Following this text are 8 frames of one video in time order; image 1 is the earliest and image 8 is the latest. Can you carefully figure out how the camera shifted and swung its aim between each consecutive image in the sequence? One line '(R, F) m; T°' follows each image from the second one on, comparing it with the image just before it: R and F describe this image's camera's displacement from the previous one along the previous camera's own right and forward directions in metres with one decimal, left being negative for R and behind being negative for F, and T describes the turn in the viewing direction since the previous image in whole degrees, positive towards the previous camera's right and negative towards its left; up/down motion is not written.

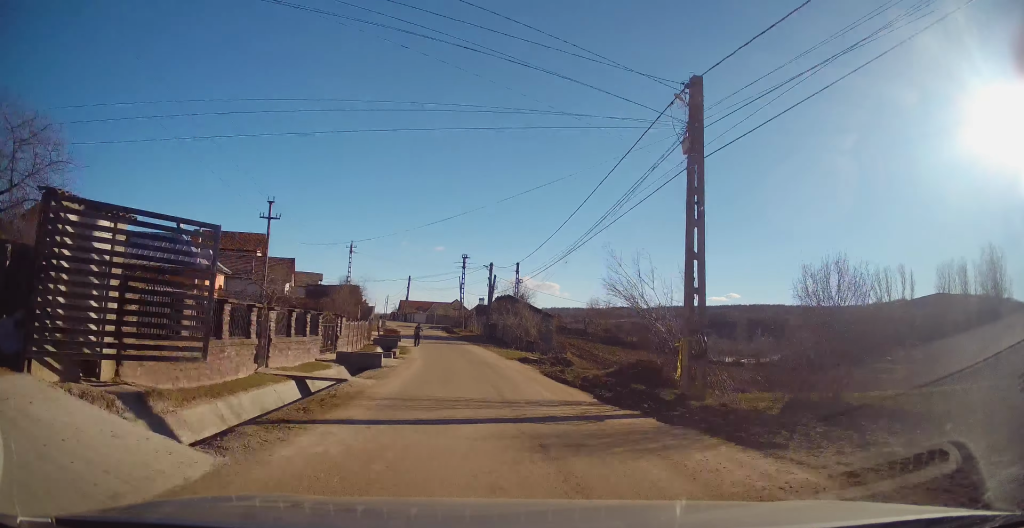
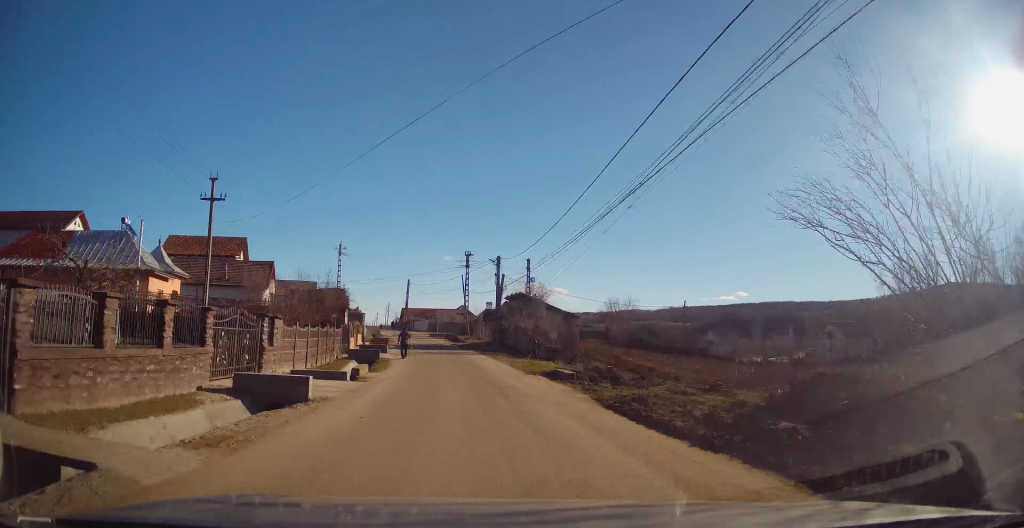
(+0.1, +9.3) m; -1°
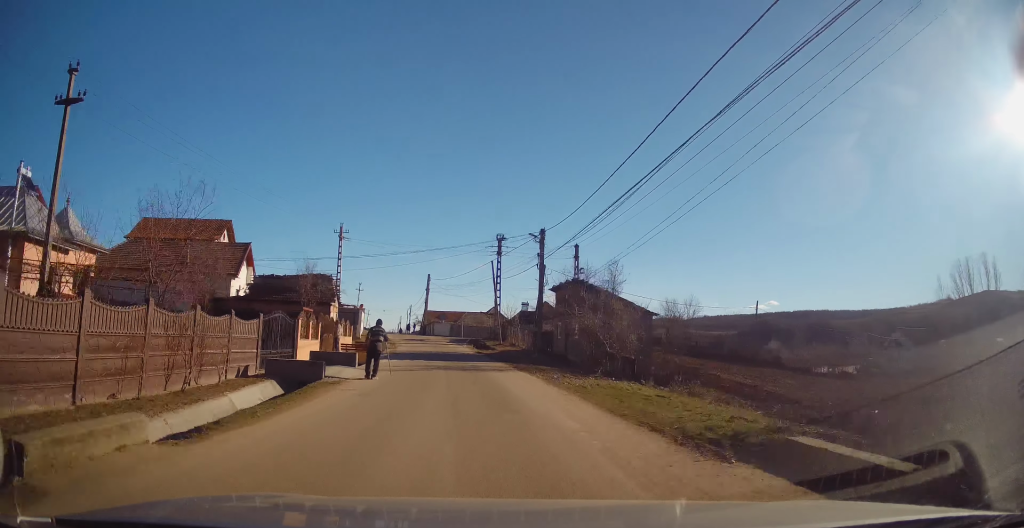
(-0.3, +14.7) m; -3°
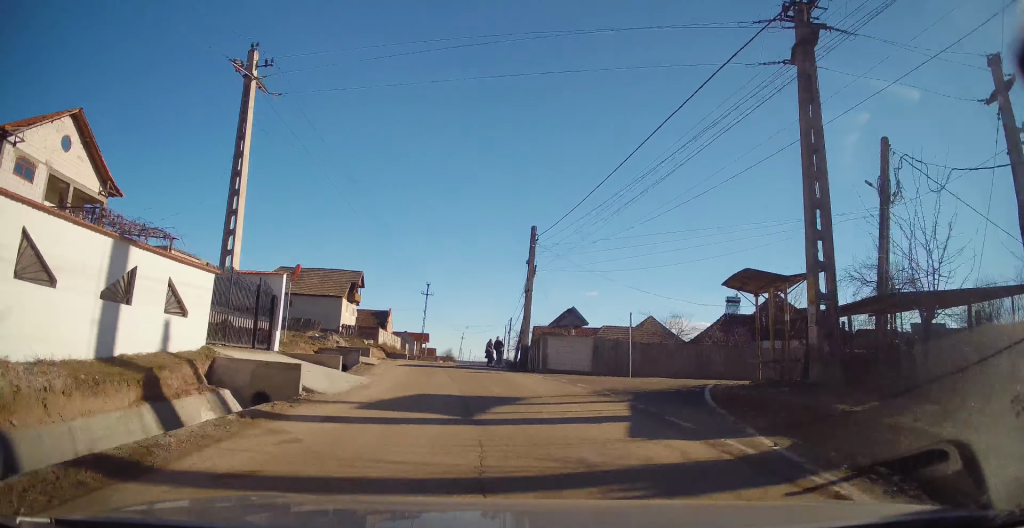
(-2.9, +41.3) m; -10°
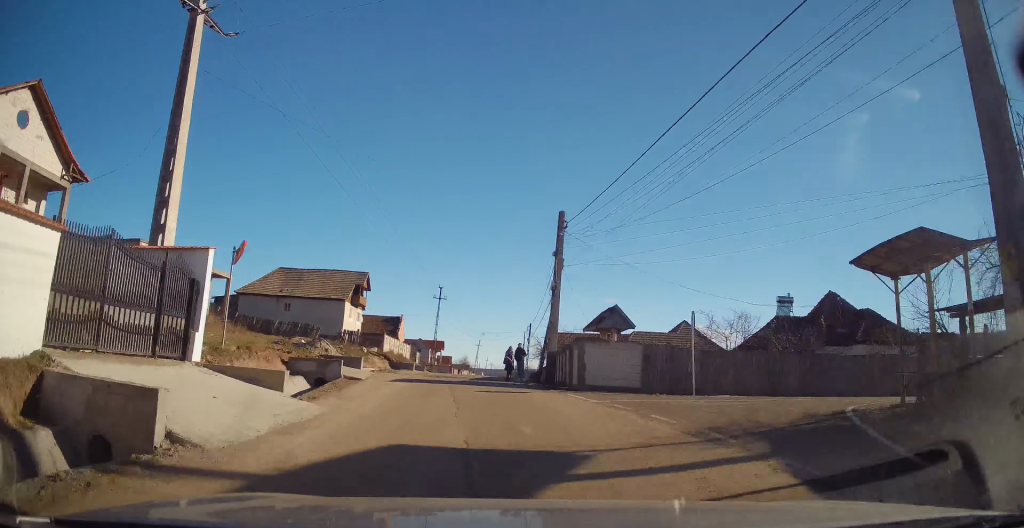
(-0.1, +5.3) m; -3°
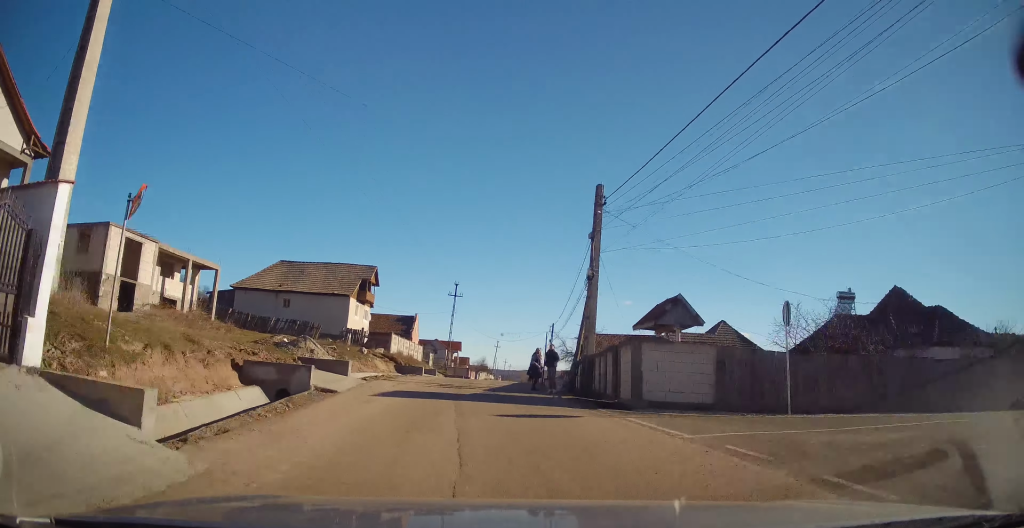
(-0.1, +4.9) m; -3°
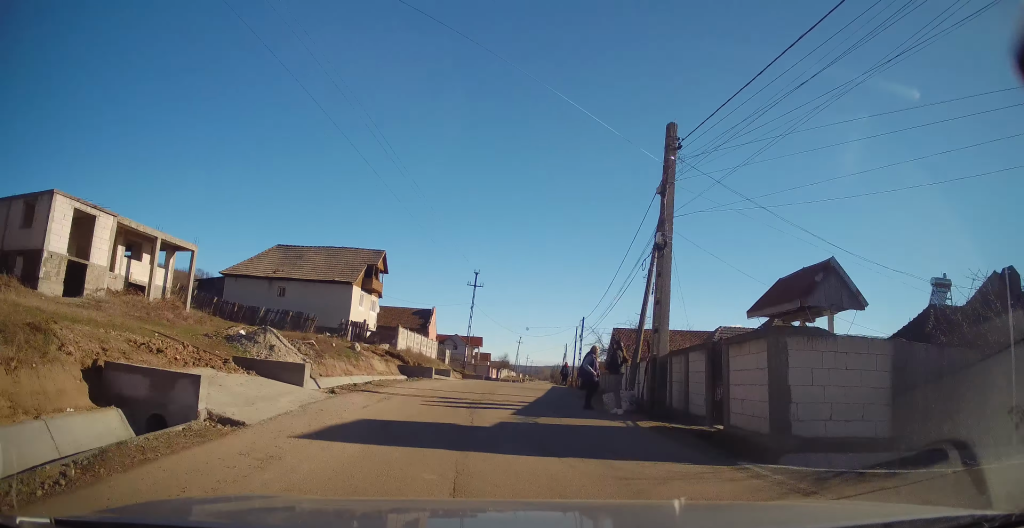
(-0.2, +6.5) m; -2°
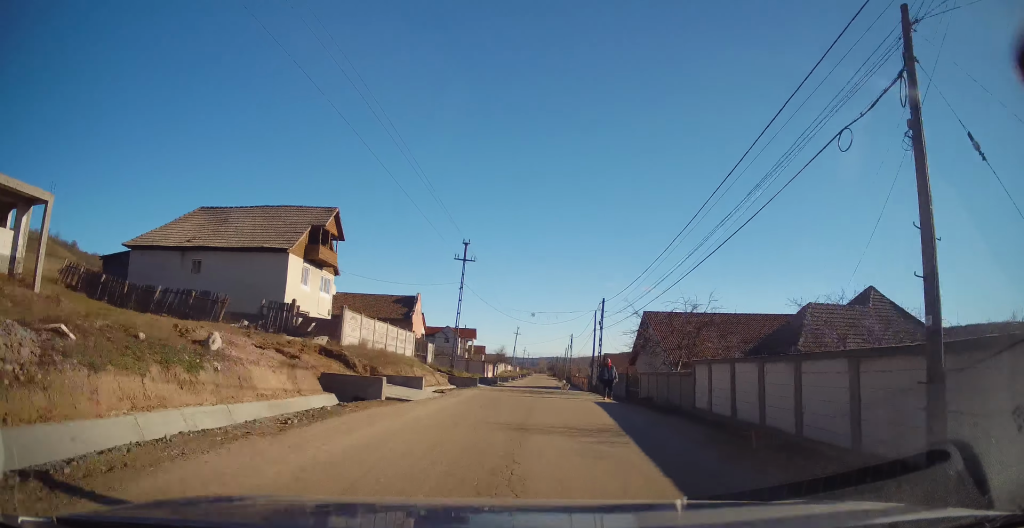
(+0.2, +13.7) m; +2°
